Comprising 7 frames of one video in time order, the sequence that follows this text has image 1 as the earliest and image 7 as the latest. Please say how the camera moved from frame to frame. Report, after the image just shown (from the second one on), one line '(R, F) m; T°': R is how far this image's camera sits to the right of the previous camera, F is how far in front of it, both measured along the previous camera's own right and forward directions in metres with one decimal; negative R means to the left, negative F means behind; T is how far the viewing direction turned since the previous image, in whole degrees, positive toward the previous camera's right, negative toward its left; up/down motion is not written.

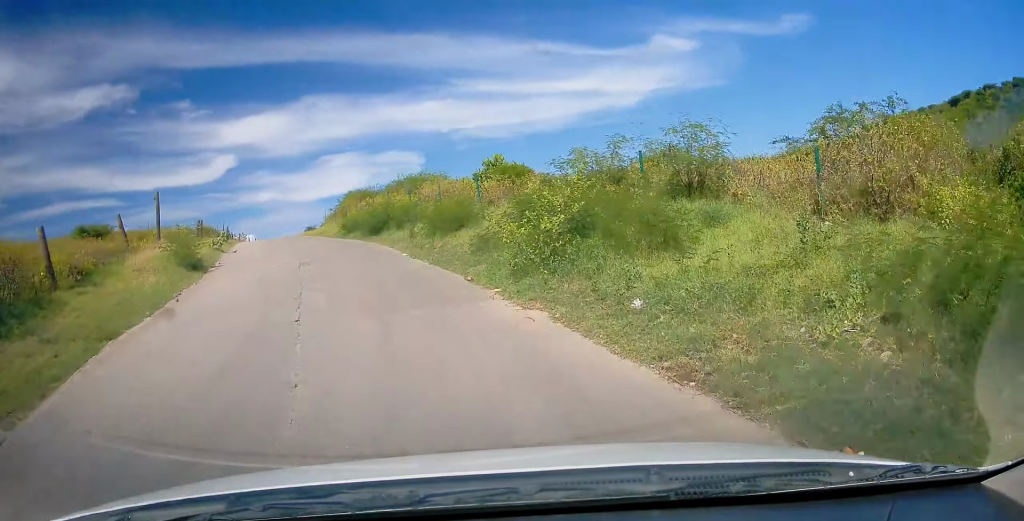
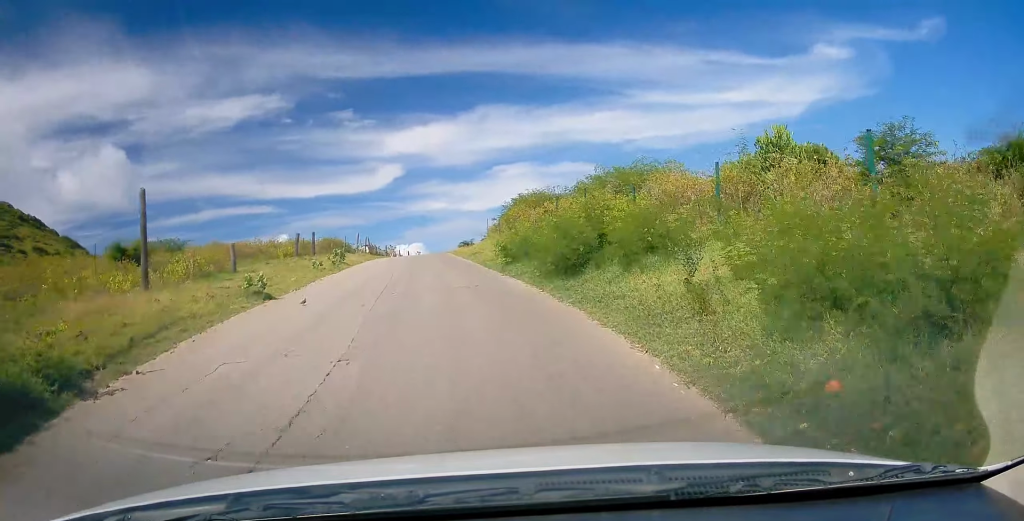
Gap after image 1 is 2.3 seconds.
(-0.9, +13.1) m; -10°
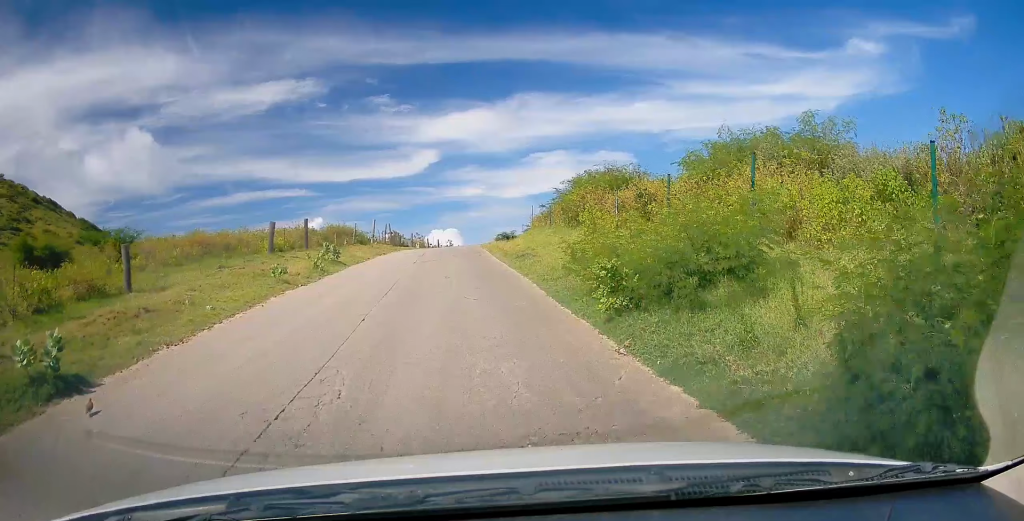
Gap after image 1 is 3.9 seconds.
(-1.1, +9.3) m; -8°
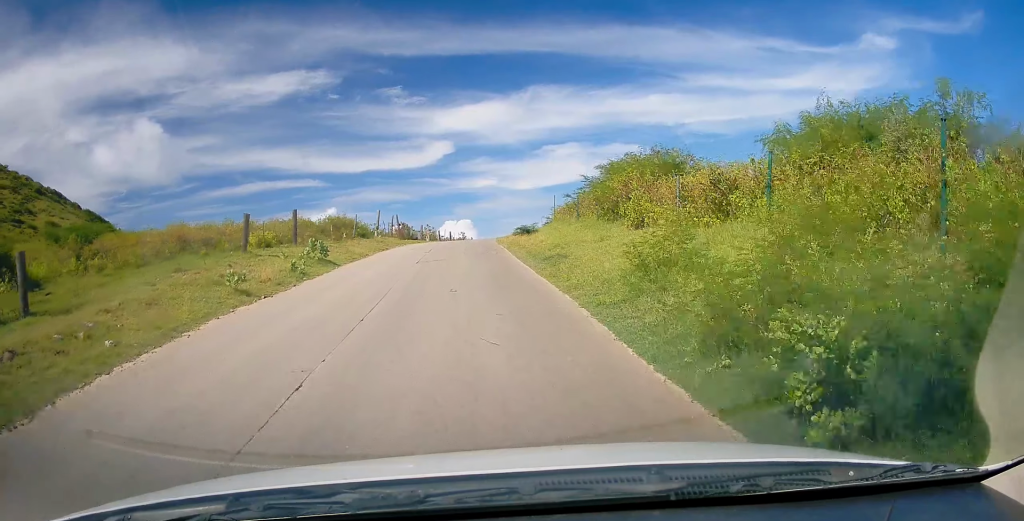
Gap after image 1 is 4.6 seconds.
(+0.1, +4.1) m; +2°
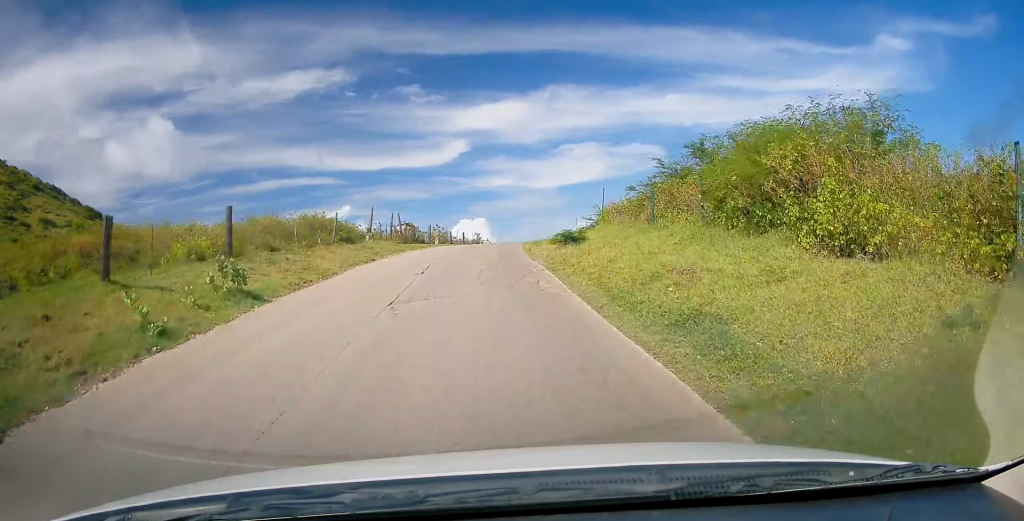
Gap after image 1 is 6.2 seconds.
(-0.4, +8.8) m; -4°
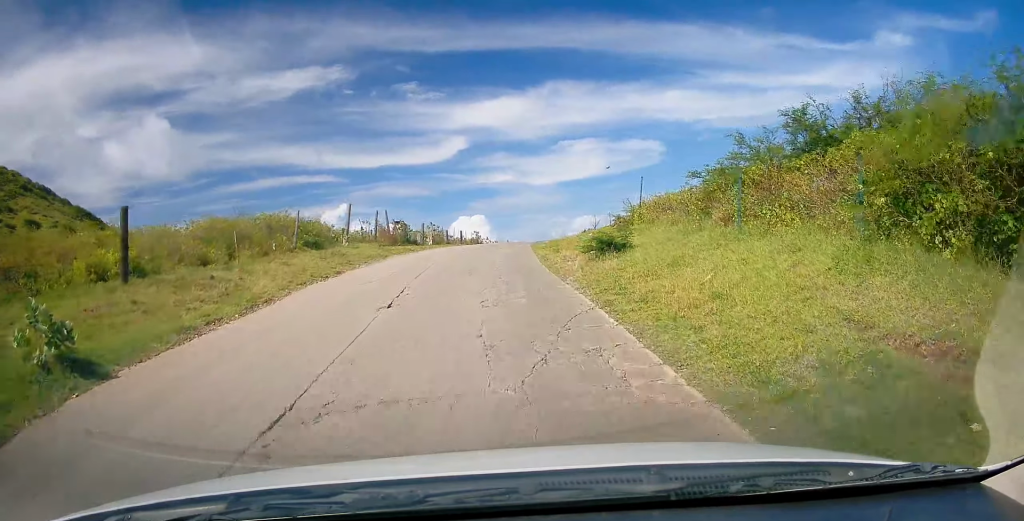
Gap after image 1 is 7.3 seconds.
(+0.1, +5.8) m; +3°
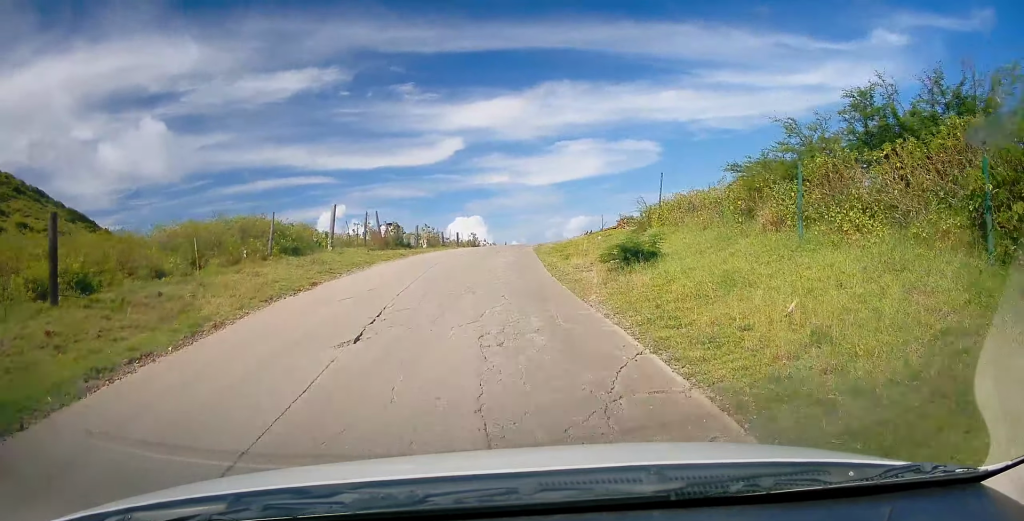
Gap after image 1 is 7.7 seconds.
(+0.1, +2.5) m; +2°
